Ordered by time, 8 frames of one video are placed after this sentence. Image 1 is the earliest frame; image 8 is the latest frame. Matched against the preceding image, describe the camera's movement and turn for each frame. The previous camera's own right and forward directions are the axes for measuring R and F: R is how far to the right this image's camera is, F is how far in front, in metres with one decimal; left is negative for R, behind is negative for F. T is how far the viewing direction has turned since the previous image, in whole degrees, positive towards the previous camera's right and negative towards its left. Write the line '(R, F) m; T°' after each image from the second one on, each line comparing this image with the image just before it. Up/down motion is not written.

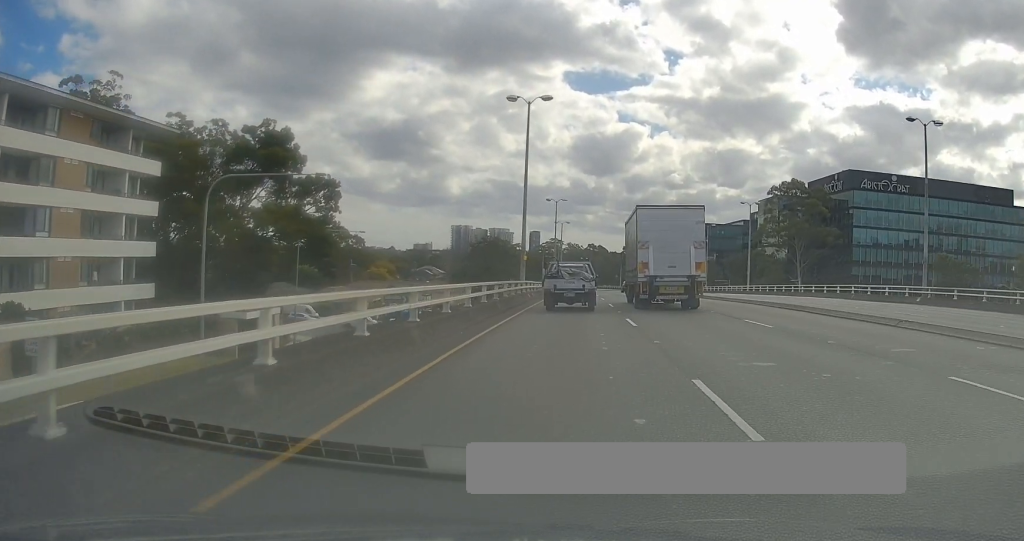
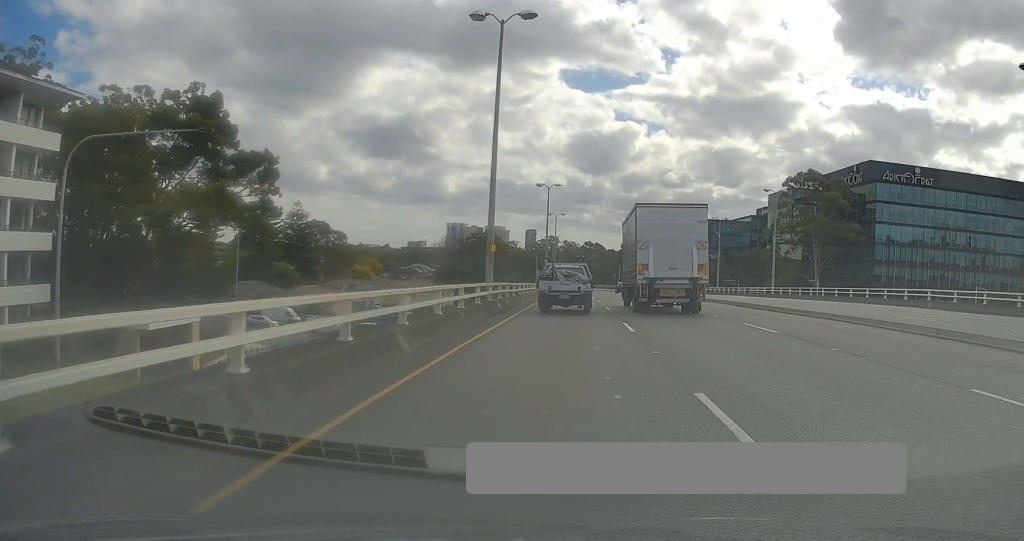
(+0.1, +12.6) m; 0°
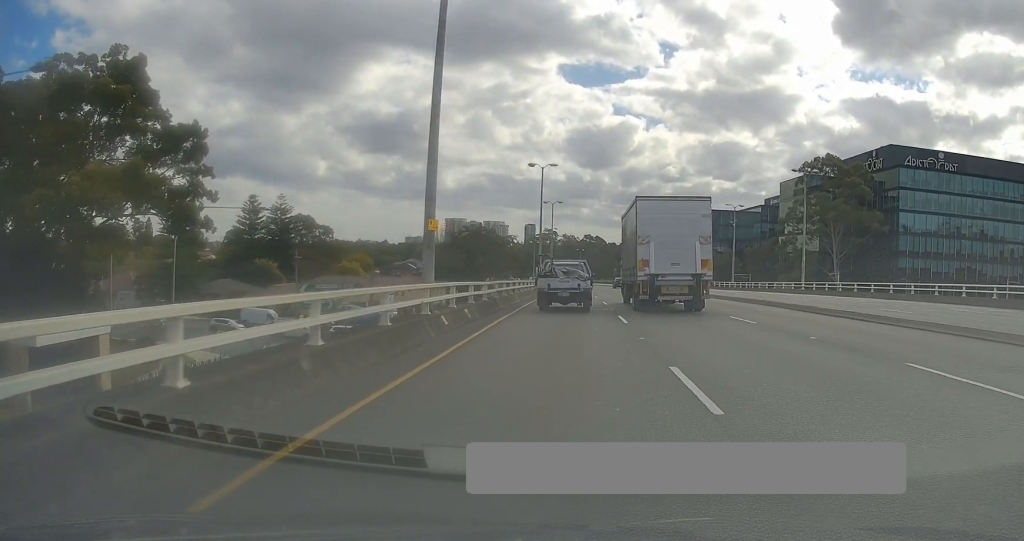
(+0.3, +10.2) m; -1°
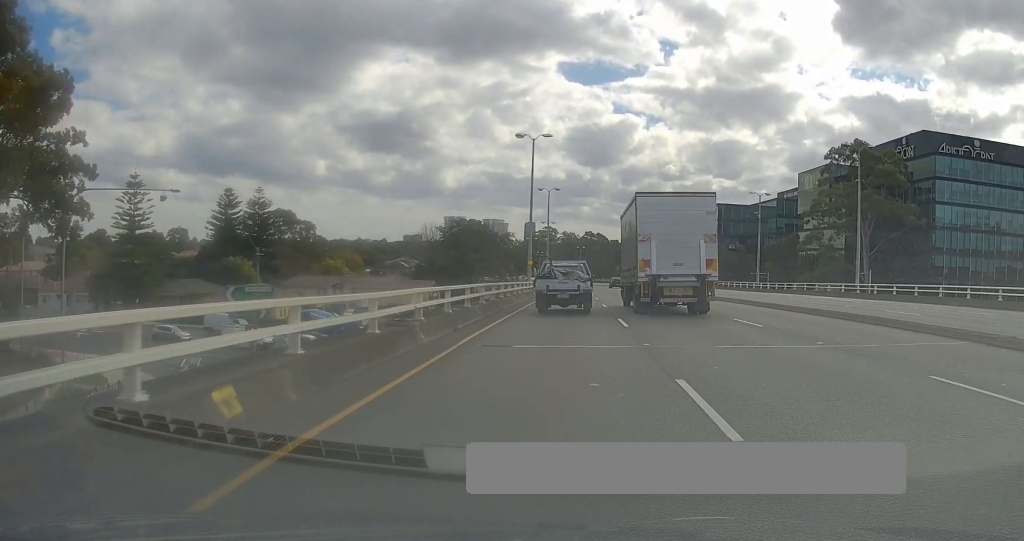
(-0.4, +13.2) m; 0°
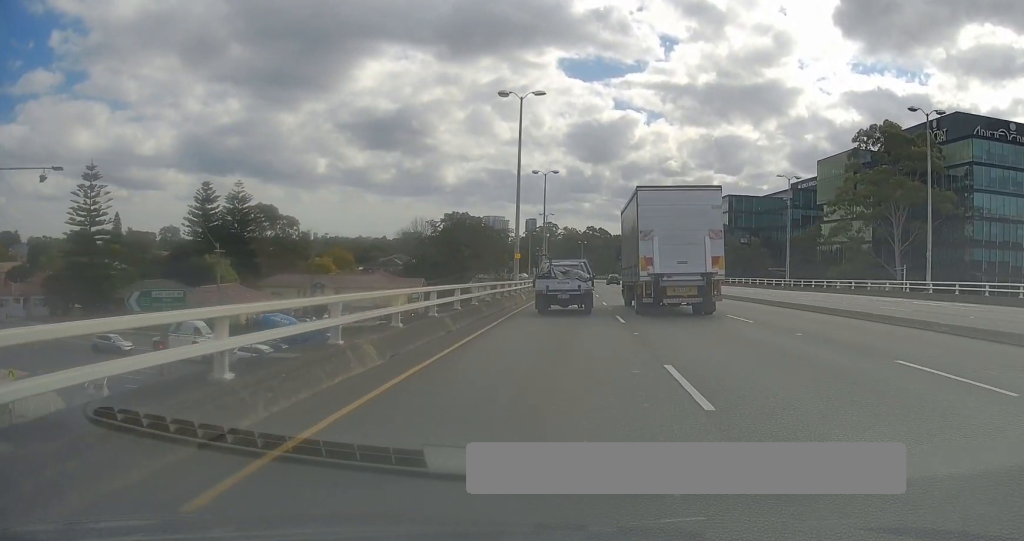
(-0.2, +11.0) m; 0°
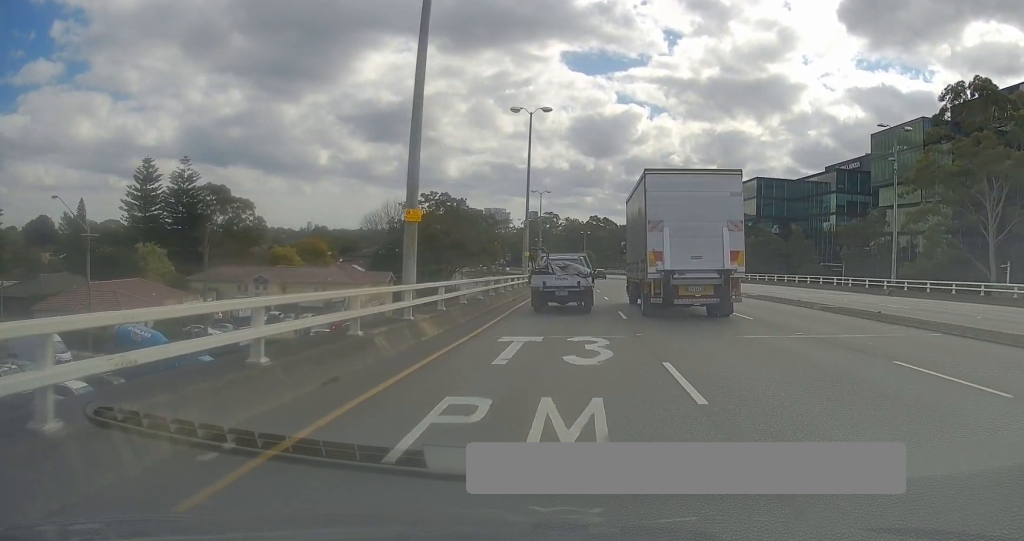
(+0.6, +23.6) m; +1°
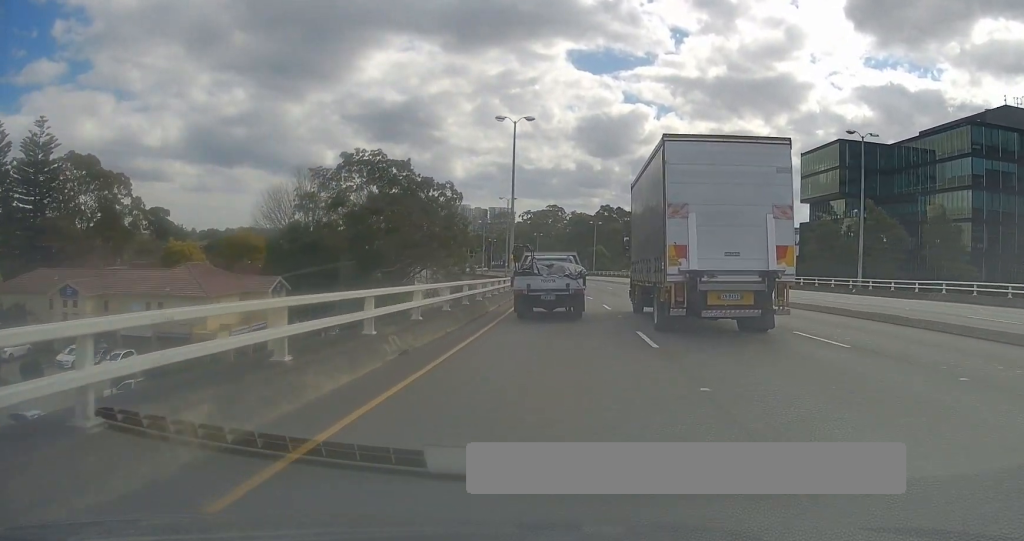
(-0.5, +43.7) m; -1°
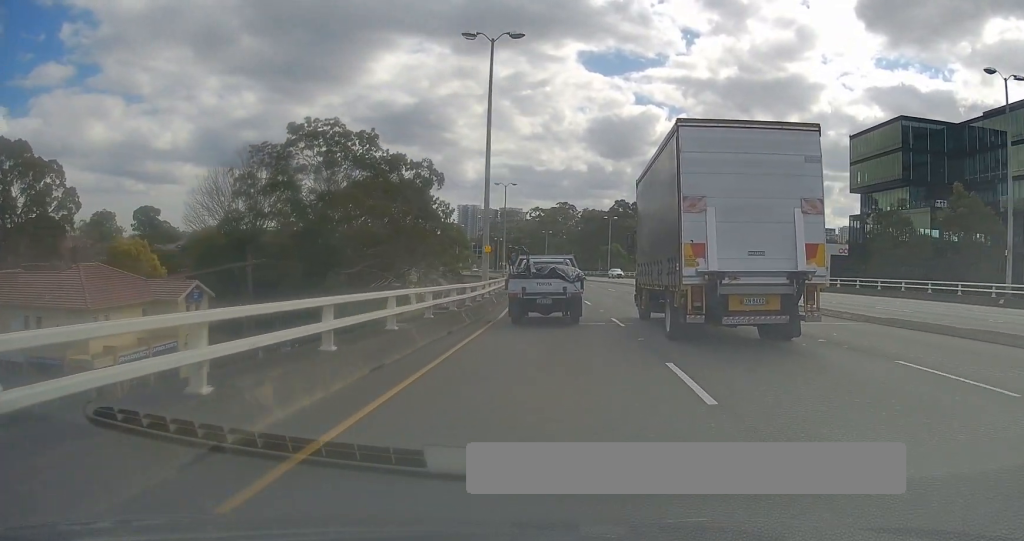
(0.0, +17.3) m; -1°
